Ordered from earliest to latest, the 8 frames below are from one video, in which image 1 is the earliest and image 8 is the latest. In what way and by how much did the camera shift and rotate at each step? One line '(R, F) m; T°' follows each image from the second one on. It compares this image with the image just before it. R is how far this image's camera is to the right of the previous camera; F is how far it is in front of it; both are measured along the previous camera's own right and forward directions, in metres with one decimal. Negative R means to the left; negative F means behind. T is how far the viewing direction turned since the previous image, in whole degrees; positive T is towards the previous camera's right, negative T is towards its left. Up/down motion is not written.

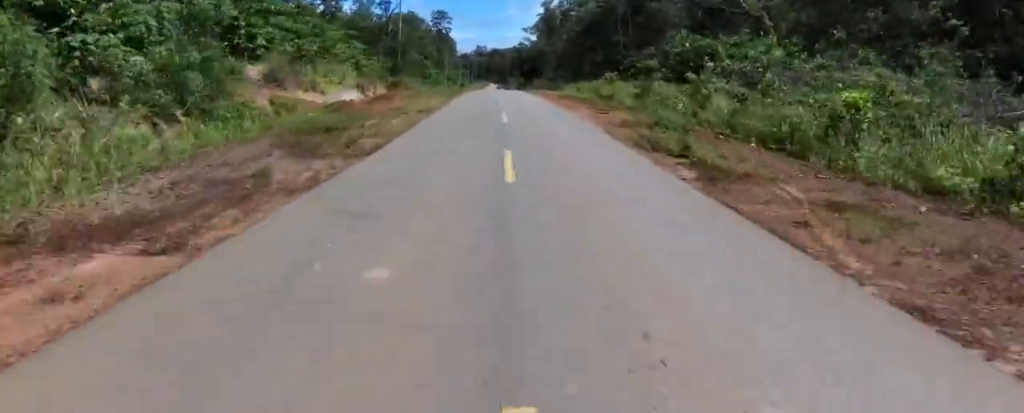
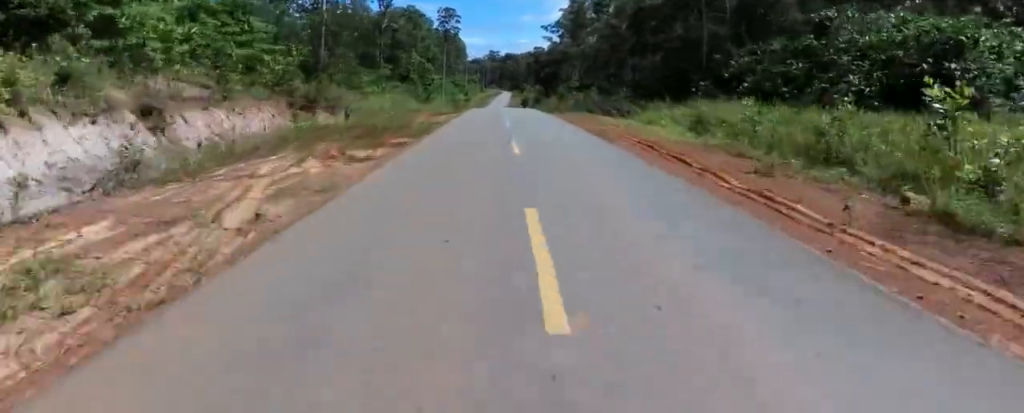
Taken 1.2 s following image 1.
(-2.6, +28.4) m; -3°
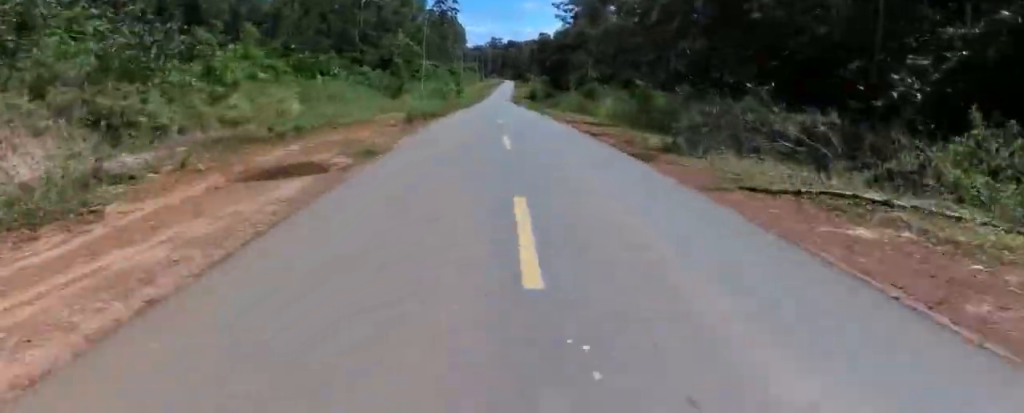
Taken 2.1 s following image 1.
(+1.0, +23.2) m; +2°
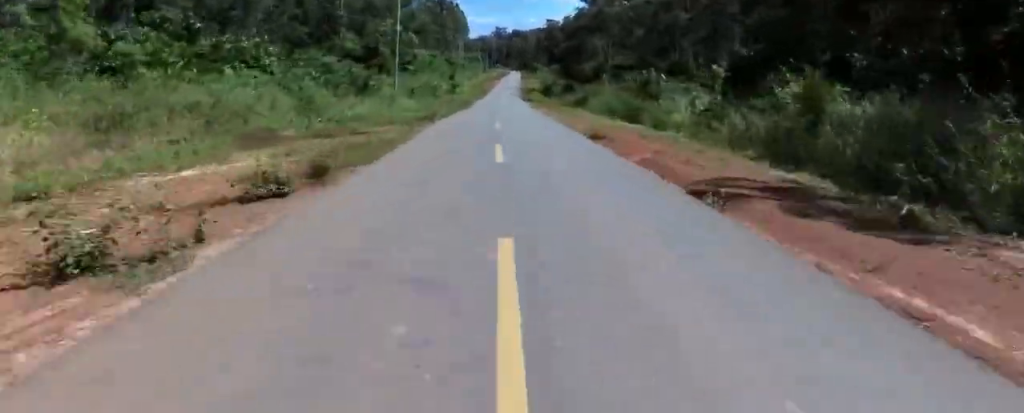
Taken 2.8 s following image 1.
(+0.2, +18.3) m; -3°
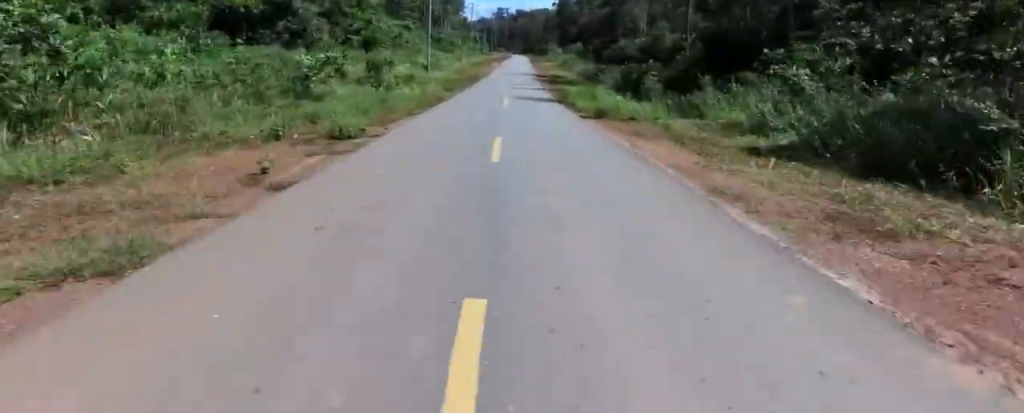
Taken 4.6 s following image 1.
(-0.5, +42.8) m; +3°
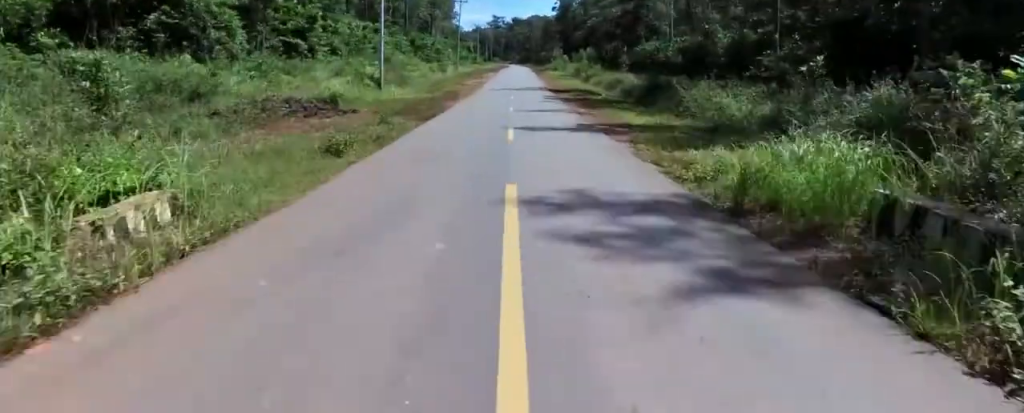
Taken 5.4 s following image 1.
(+0.5, +19.4) m; -1°
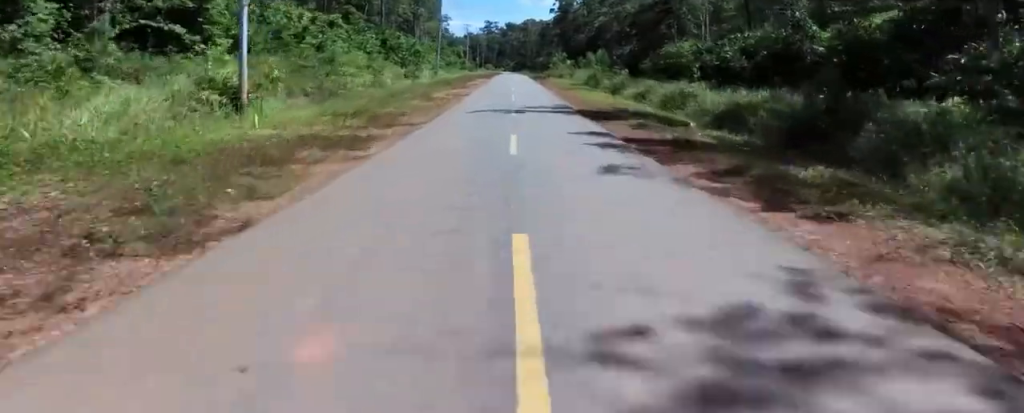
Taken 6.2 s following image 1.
(-0.2, +18.5) m; -2°
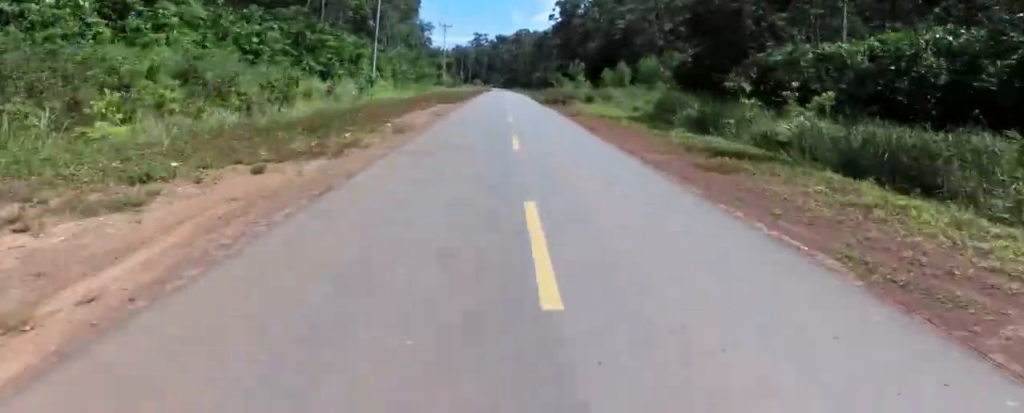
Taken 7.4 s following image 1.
(-0.2, +30.3) m; +3°
